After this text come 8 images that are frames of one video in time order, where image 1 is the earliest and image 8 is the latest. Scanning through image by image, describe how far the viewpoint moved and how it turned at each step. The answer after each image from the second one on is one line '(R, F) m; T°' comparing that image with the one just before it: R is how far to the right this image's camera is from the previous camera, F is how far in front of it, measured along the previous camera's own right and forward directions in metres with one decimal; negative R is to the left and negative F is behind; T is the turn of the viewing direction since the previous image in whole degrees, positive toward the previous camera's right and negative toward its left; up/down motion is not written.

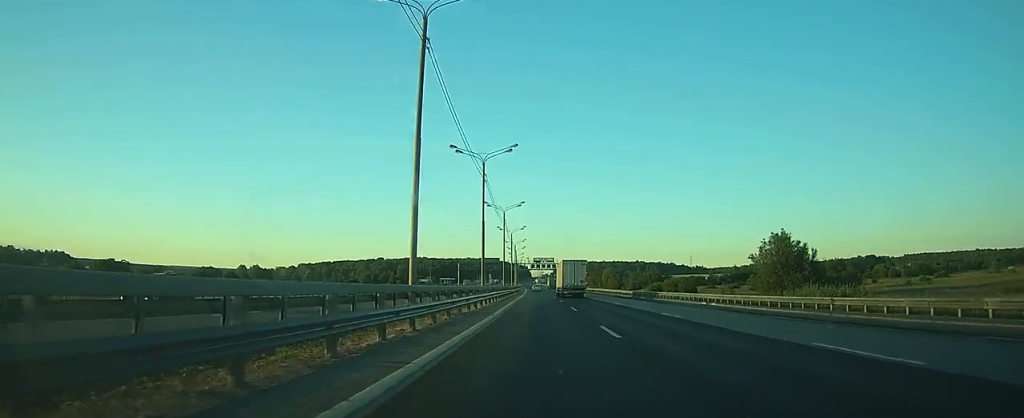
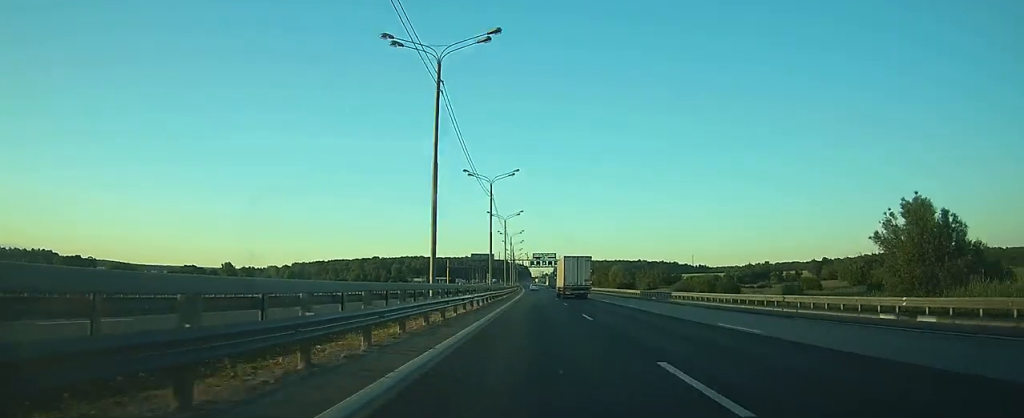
(-0.1, +25.1) m; 0°
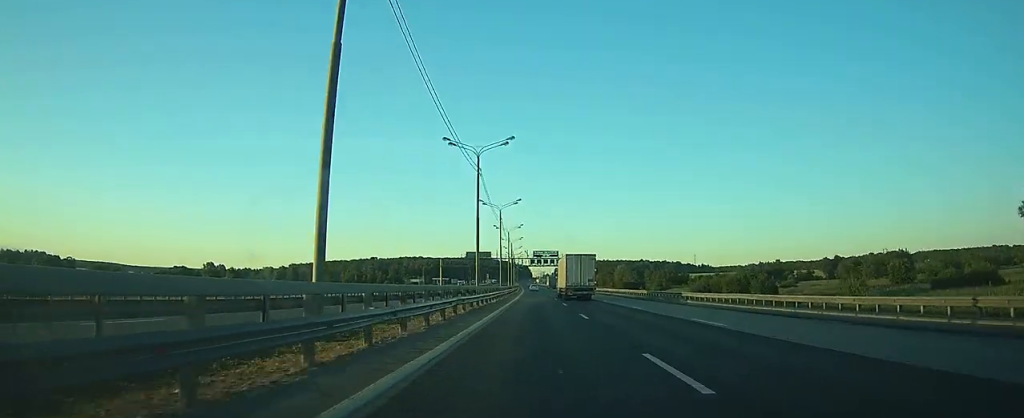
(0.0, +14.8) m; 0°
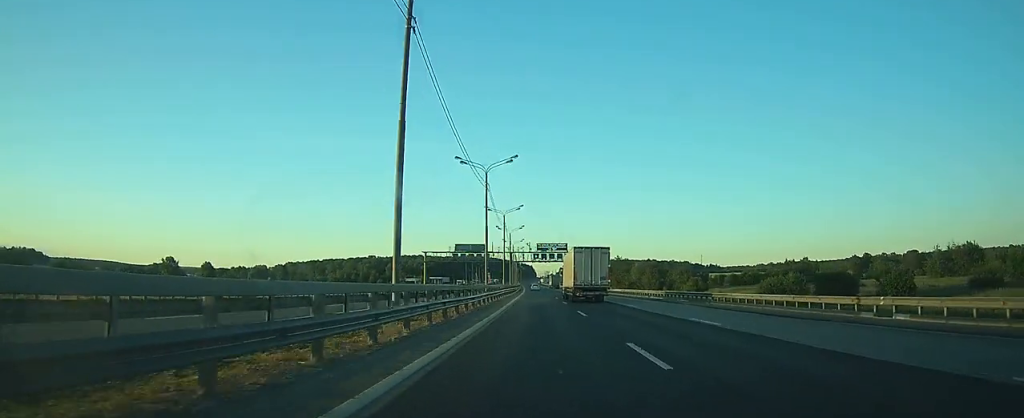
(0.0, +29.6) m; 0°
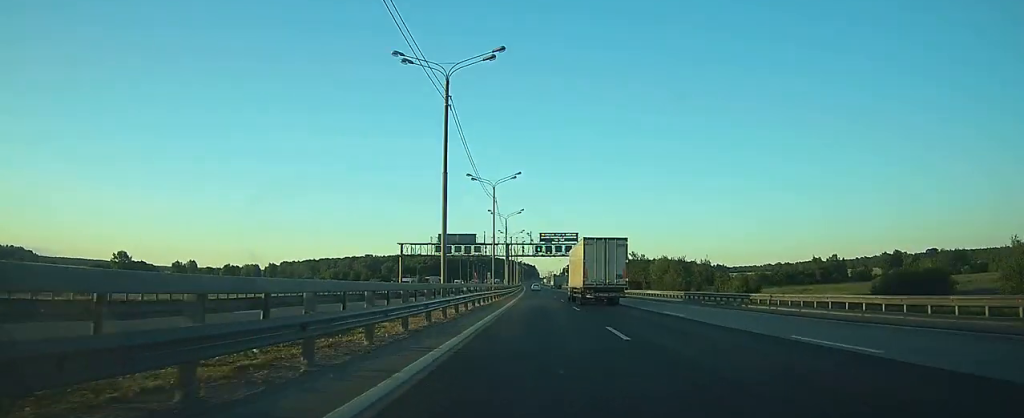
(-0.1, +27.3) m; 0°
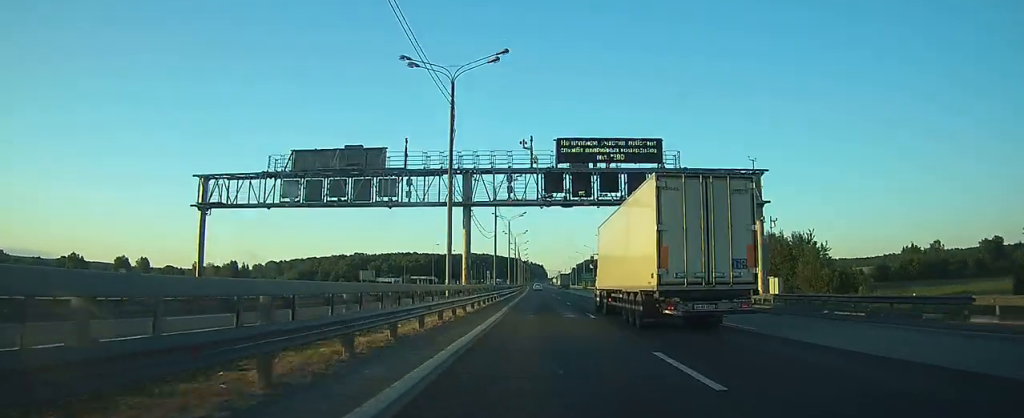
(-0.5, +70.3) m; -1°
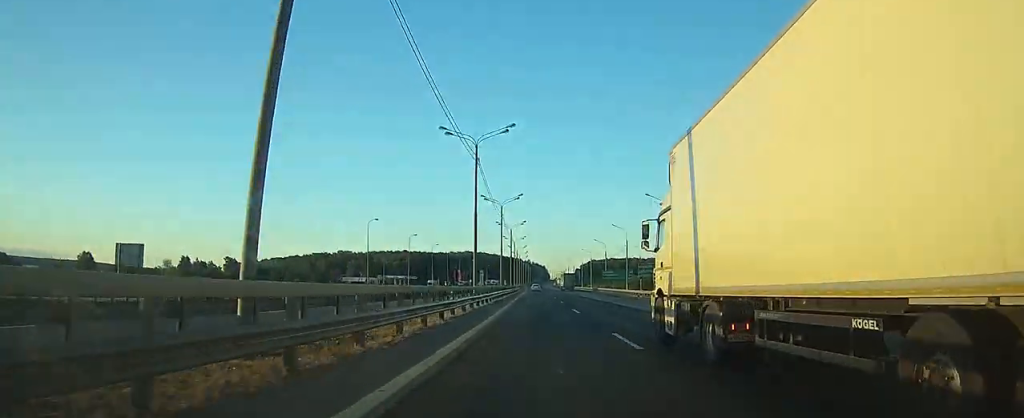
(-0.2, +58.6) m; 0°
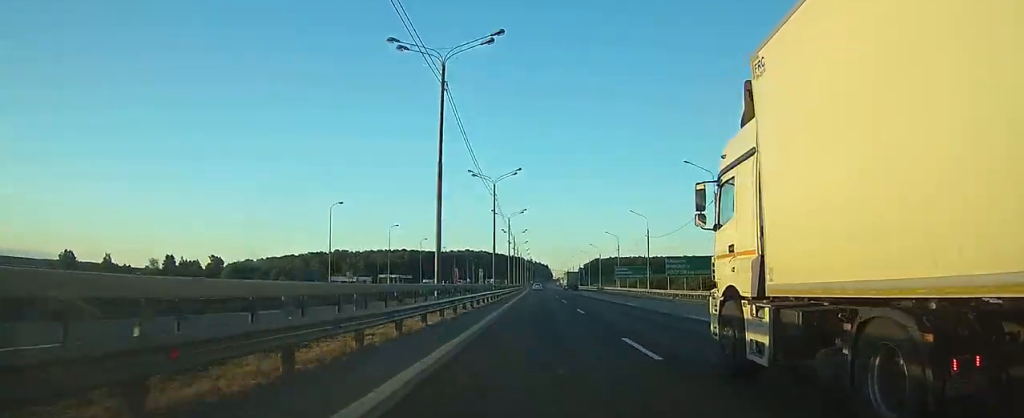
(0.0, +18.0) m; 0°
